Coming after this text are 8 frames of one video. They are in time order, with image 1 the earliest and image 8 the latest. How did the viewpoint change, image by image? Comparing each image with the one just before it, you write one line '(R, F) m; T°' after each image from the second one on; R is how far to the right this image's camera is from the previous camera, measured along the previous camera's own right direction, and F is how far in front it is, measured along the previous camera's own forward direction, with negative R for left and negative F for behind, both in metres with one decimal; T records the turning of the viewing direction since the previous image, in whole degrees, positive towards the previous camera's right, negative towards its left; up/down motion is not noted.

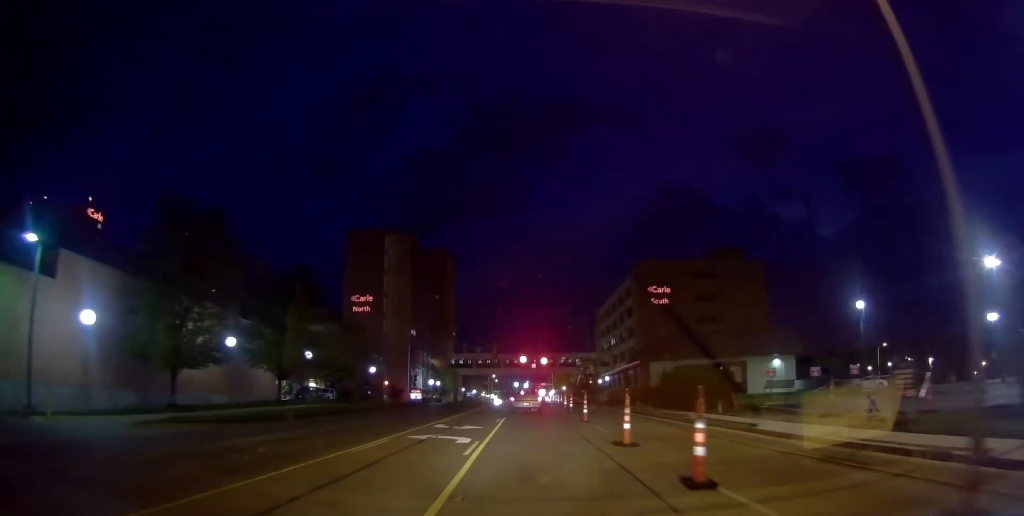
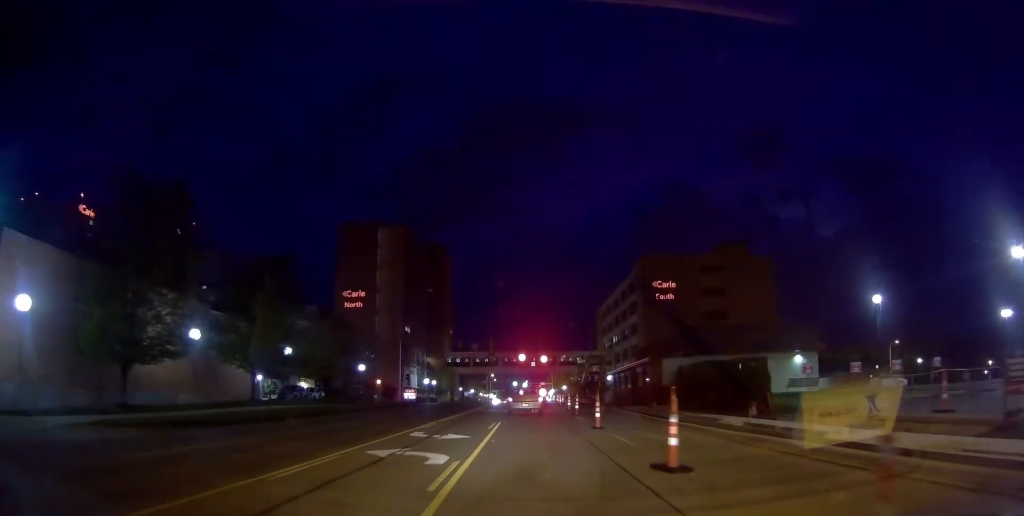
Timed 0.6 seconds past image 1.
(0.0, +4.5) m; 0°
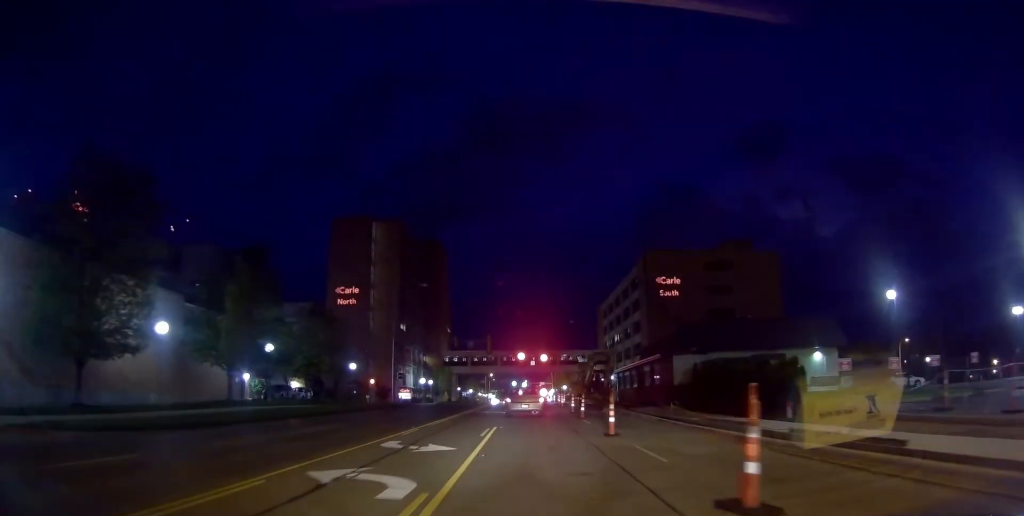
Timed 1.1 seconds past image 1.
(0.0, +3.0) m; 0°
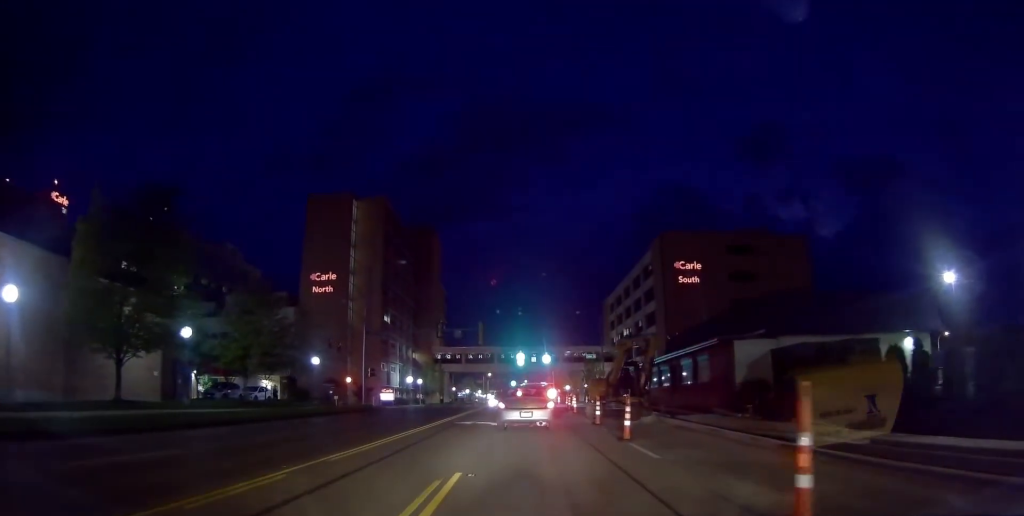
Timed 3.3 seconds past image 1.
(0.0, +11.4) m; 0°
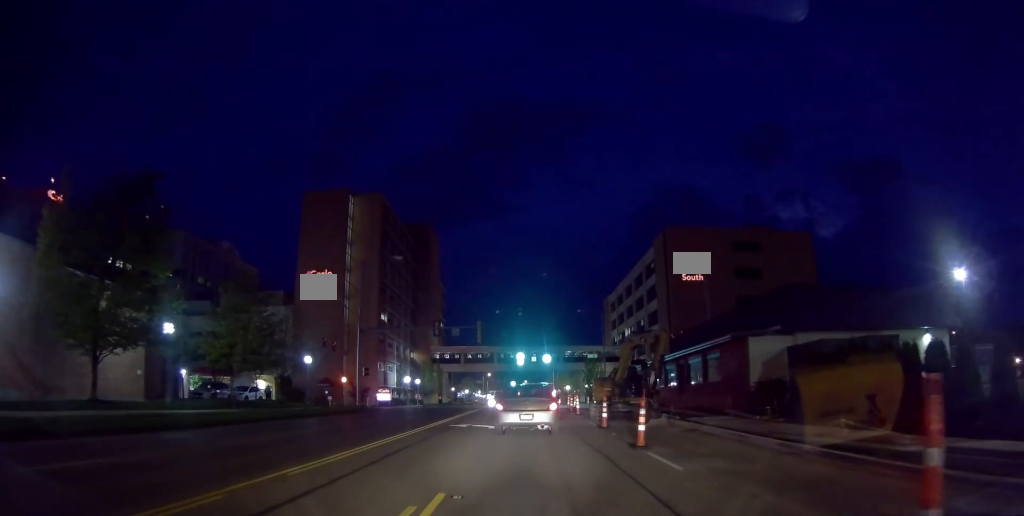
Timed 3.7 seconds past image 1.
(0.0, +1.7) m; 0°
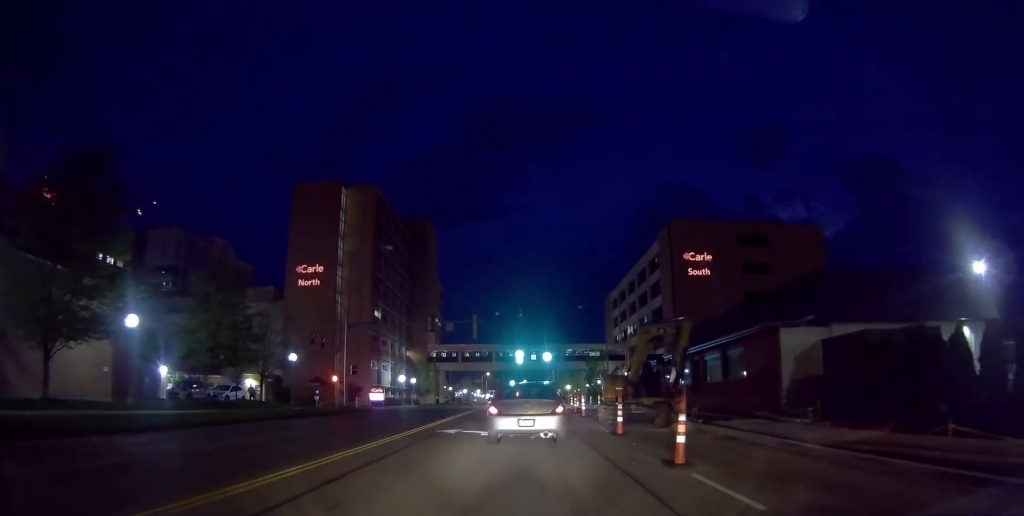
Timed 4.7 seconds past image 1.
(0.0, +2.9) m; +3°
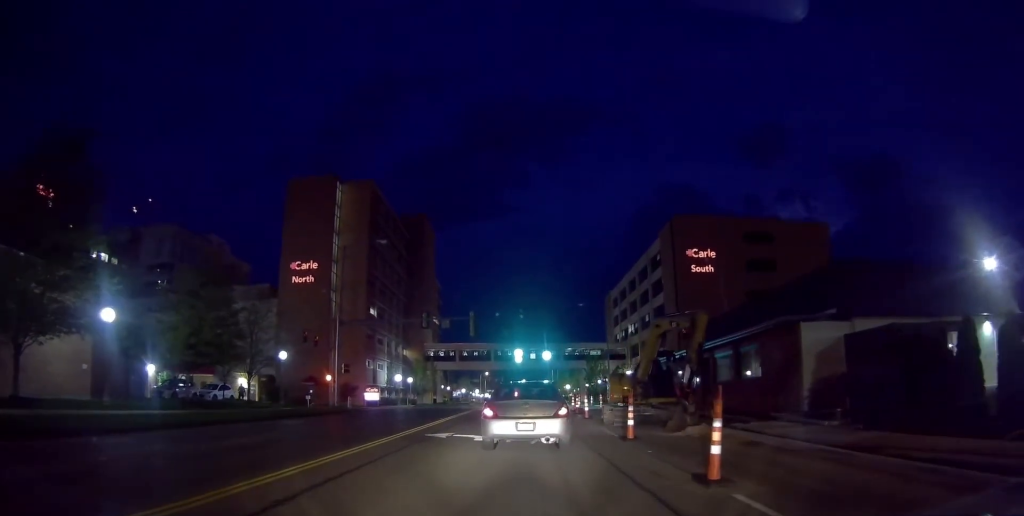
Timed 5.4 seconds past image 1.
(+0.1, +1.4) m; +4°
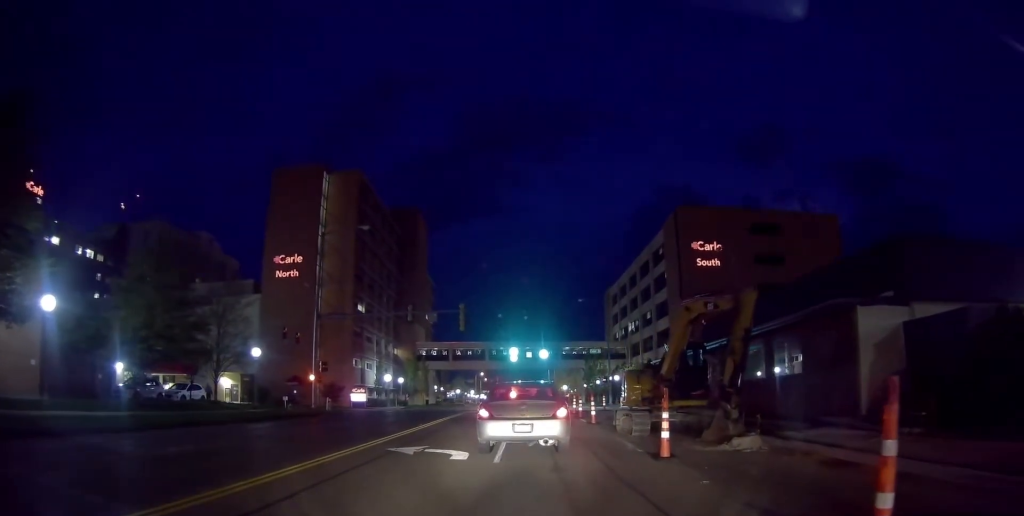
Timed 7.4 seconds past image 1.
(+0.3, +3.7) m; +3°
